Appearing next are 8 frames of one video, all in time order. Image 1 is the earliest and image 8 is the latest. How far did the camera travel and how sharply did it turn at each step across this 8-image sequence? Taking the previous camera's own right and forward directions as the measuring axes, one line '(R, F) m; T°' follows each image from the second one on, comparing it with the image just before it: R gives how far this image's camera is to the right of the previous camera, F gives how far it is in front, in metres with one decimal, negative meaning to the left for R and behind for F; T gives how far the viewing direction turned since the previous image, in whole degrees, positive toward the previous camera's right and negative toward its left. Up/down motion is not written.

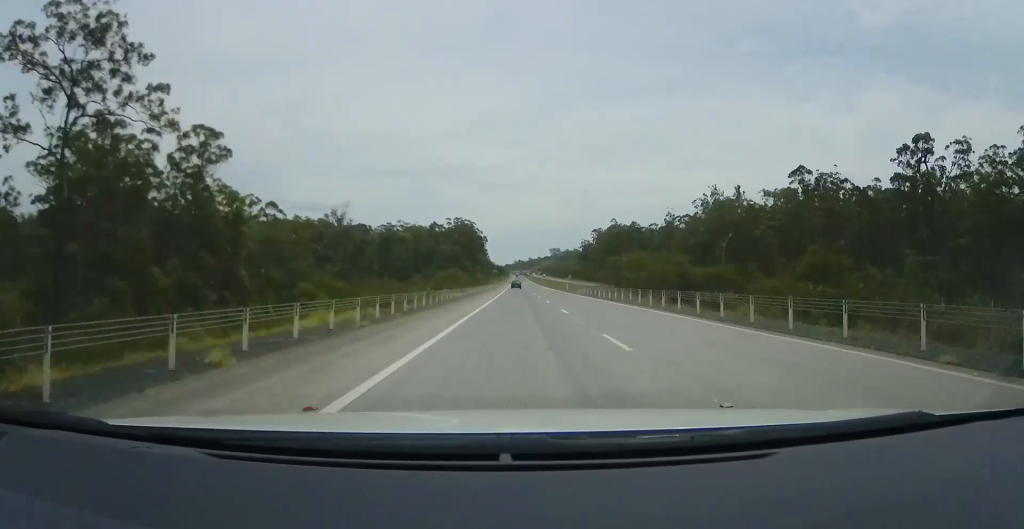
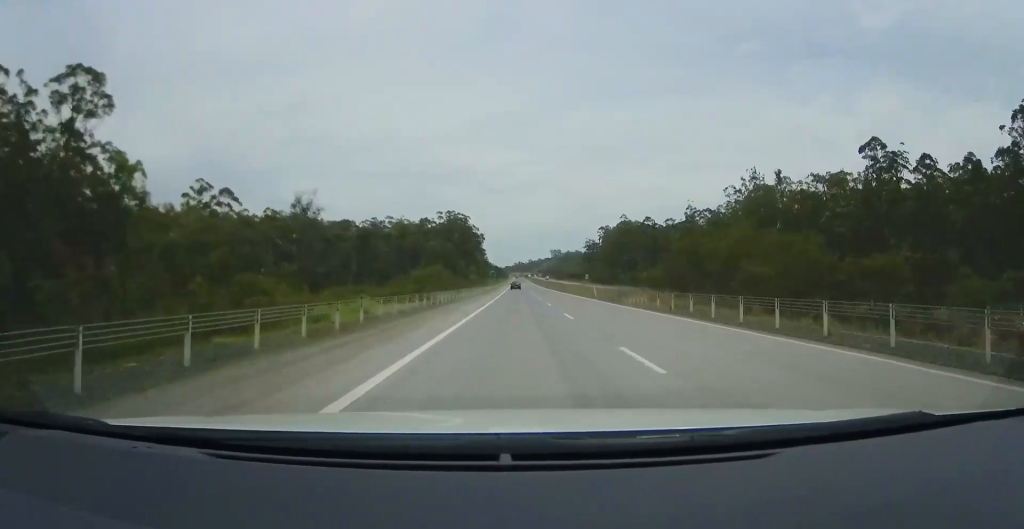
(+0.1, +26.6) m; 0°
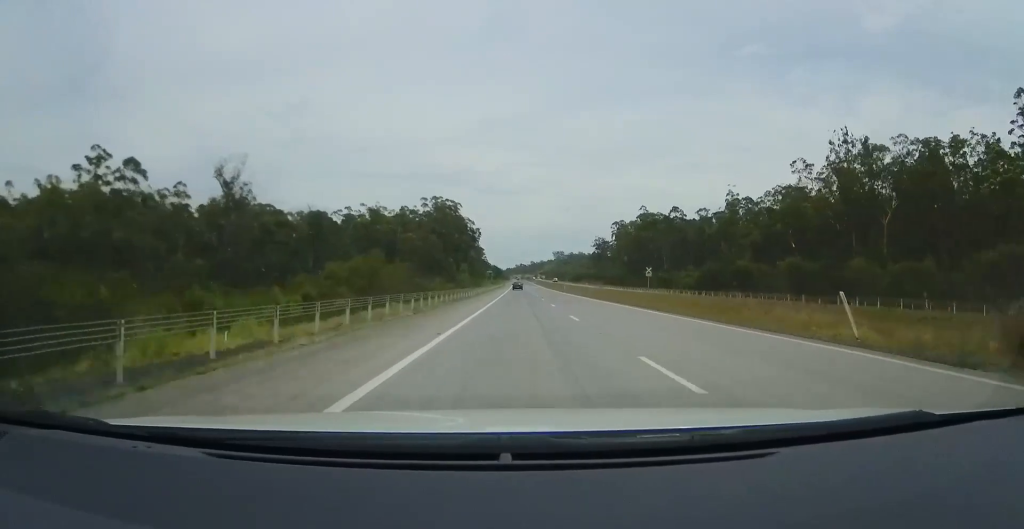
(-0.3, +37.2) m; 0°
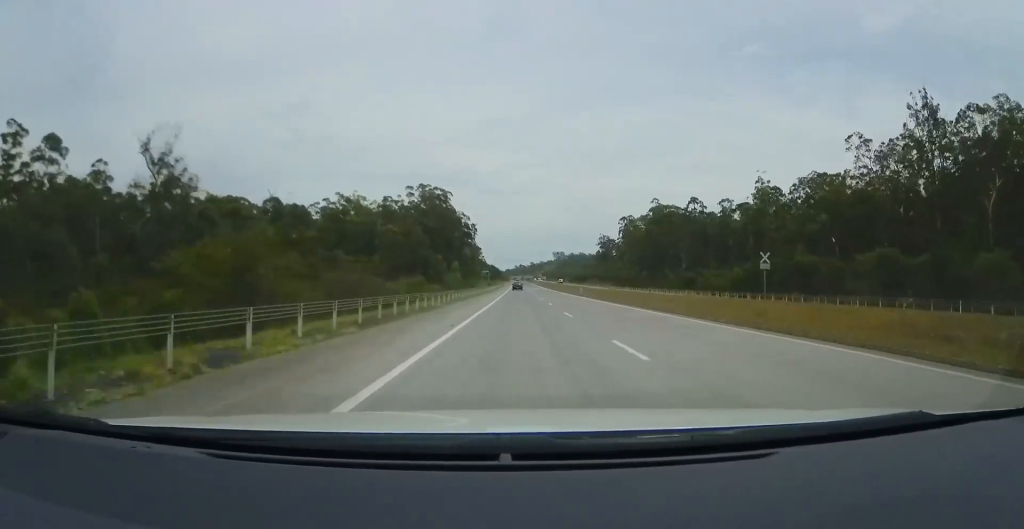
(+0.1, +20.4) m; 0°
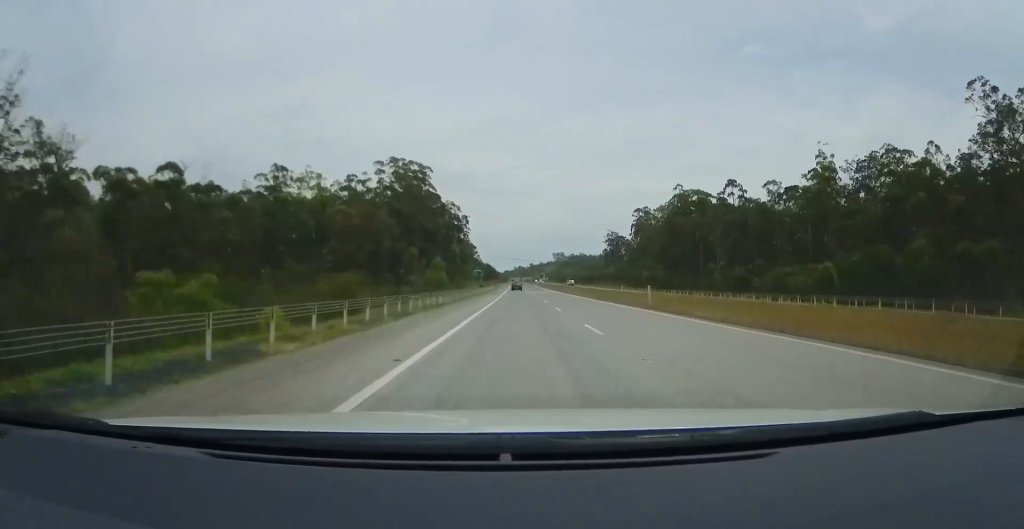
(+0.2, +31.1) m; 0°
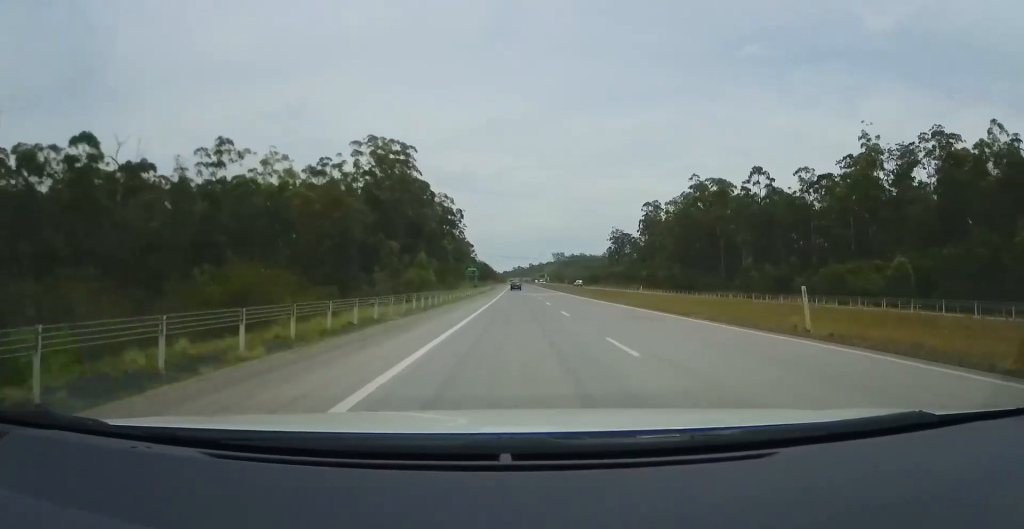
(0.0, +15.5) m; 0°
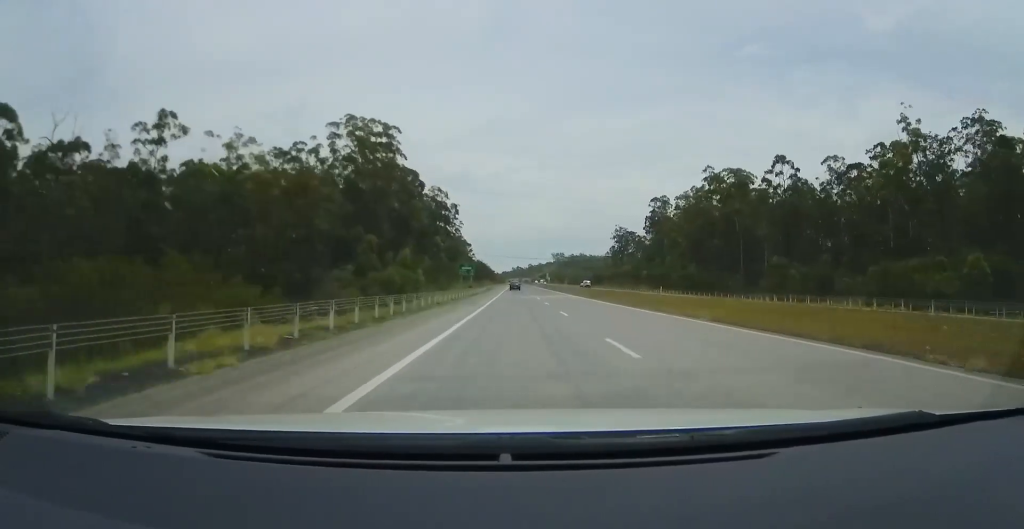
(0.0, +11.9) m; 0°
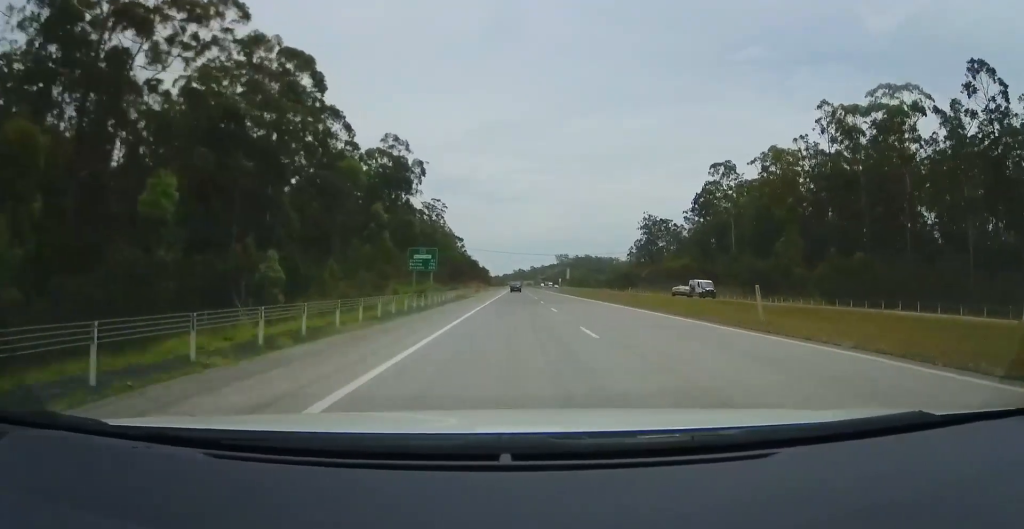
(-0.5, +56.3) m; 0°
